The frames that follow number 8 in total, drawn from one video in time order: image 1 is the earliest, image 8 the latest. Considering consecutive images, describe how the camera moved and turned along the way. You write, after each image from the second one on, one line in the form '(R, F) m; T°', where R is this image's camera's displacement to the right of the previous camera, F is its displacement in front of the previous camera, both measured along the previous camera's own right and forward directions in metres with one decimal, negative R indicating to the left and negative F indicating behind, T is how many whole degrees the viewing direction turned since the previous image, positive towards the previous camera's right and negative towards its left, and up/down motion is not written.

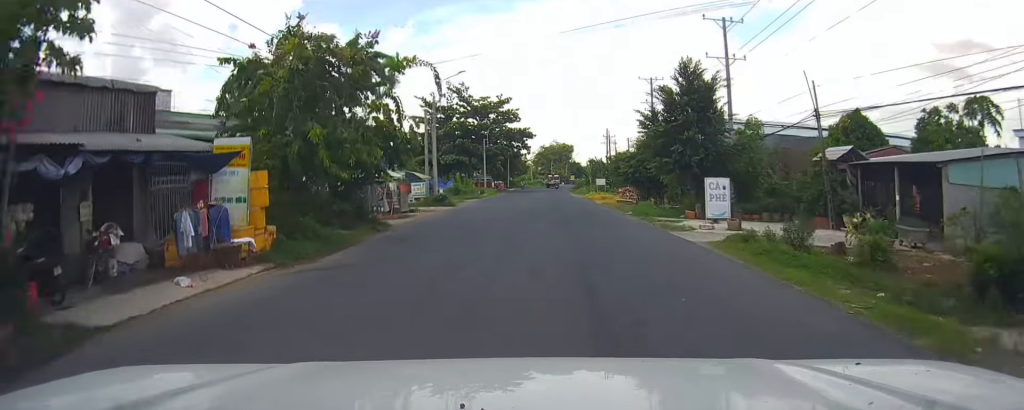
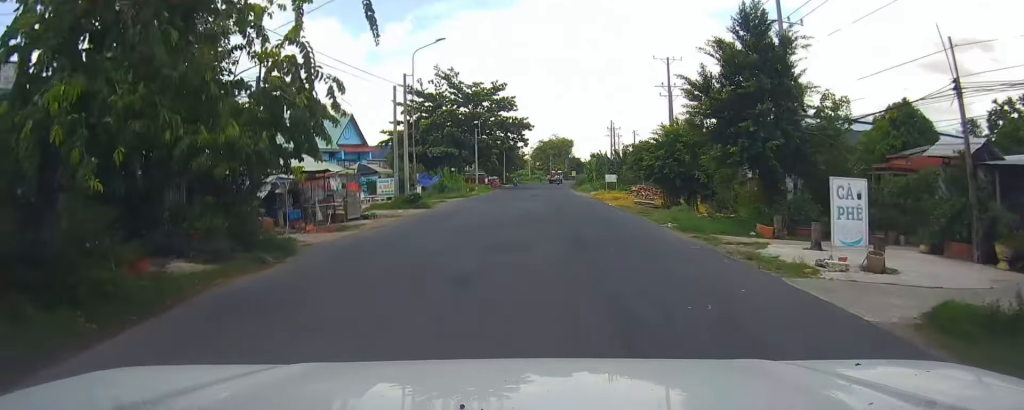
(-0.1, +9.4) m; +1°
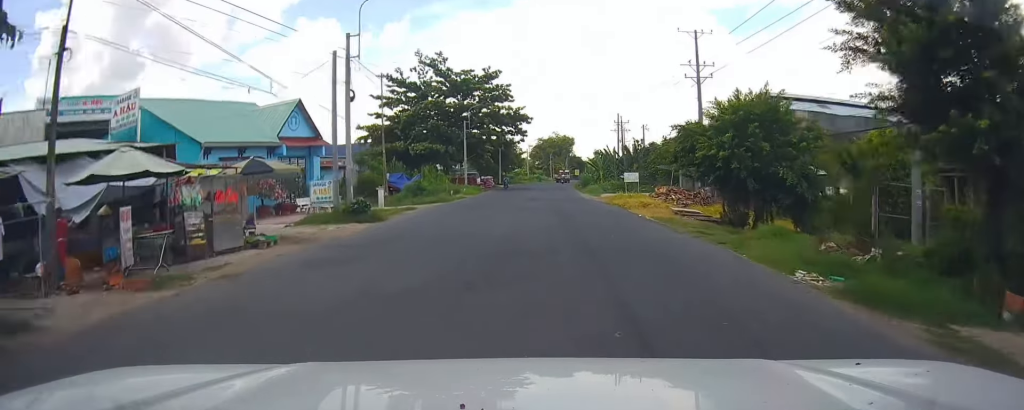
(+0.5, +10.3) m; +1°
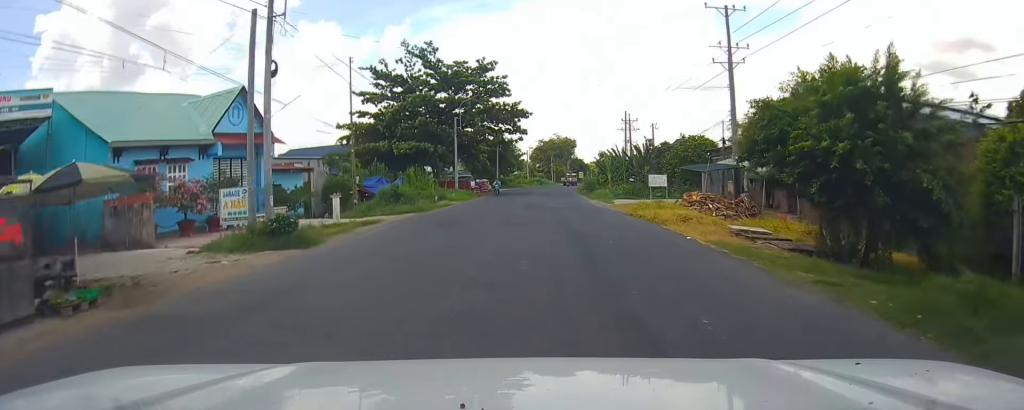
(-0.2, +7.5) m; 0°
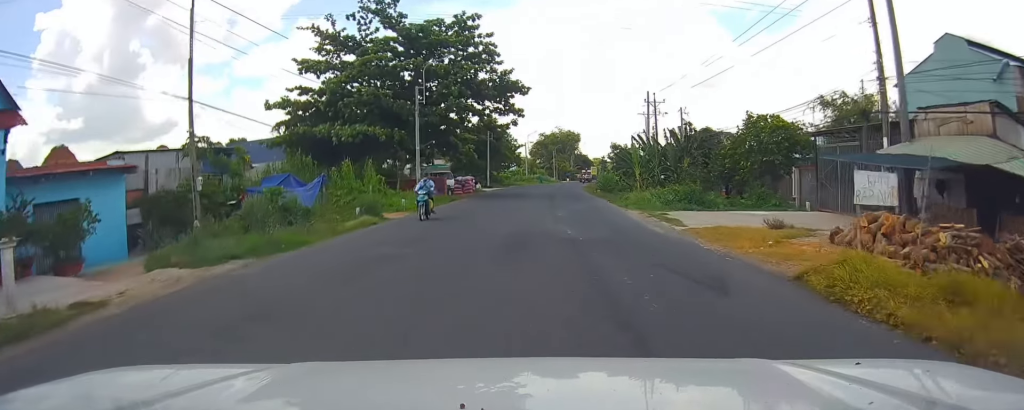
(0.0, +19.0) m; -2°
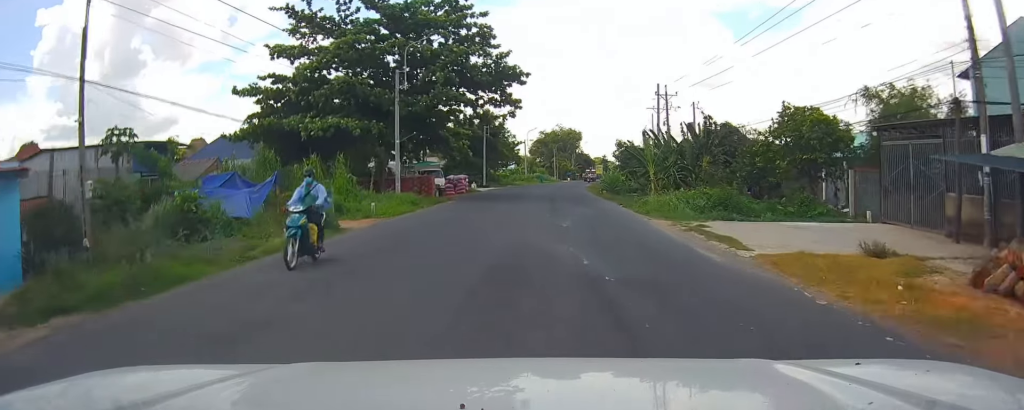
(-0.2, +5.6) m; -1°
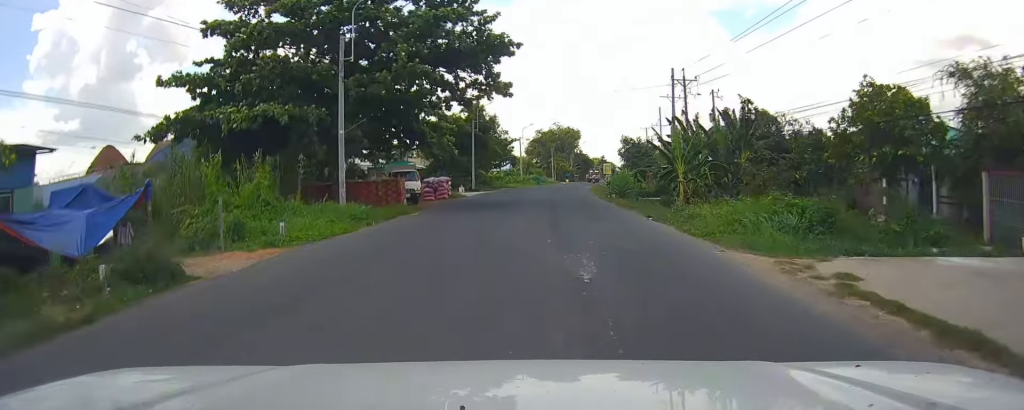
(-0.3, +9.1) m; -1°
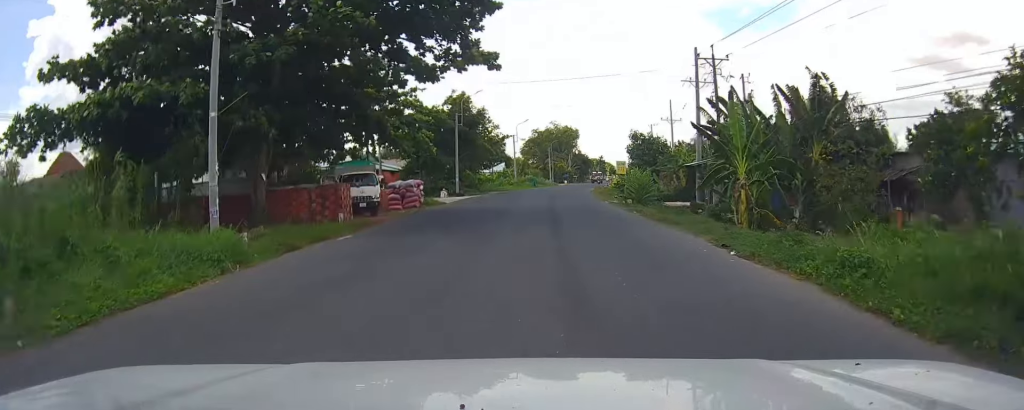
(+0.2, +10.2) m; +2°
